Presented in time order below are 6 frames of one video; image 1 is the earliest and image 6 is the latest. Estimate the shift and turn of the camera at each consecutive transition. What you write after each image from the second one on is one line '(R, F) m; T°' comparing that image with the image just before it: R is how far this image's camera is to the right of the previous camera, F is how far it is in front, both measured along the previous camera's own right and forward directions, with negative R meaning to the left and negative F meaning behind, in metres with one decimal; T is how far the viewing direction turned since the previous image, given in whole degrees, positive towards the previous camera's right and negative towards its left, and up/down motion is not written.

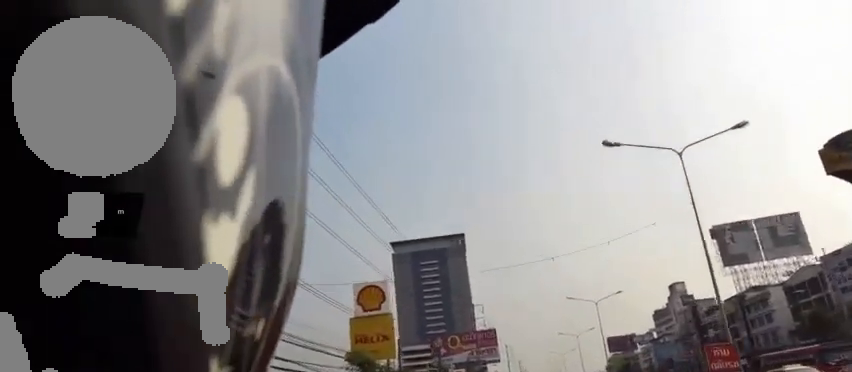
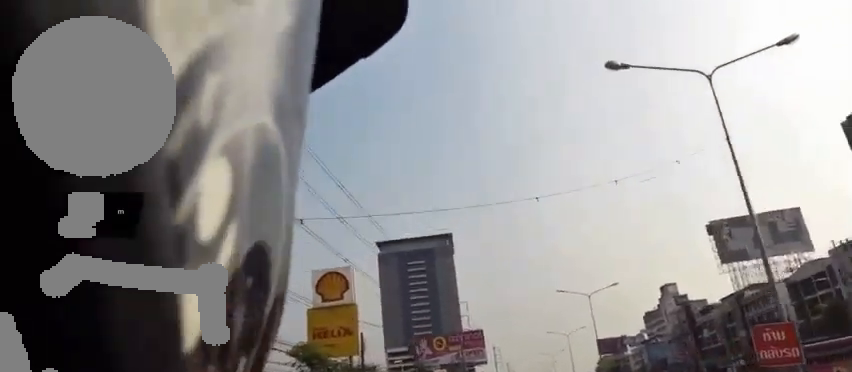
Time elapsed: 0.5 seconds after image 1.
(-0.7, +6.2) m; -1°
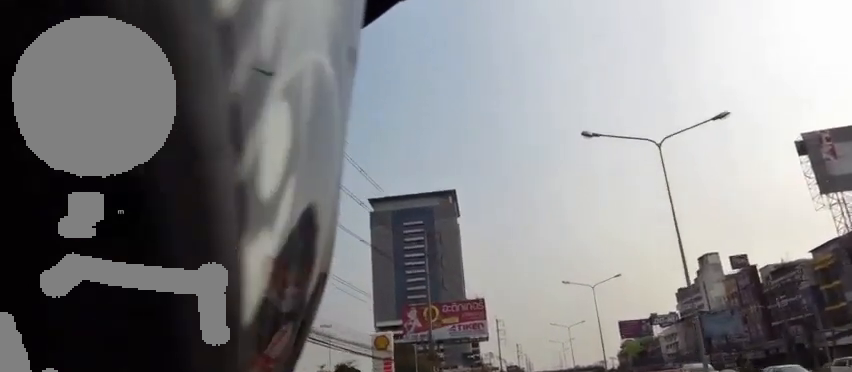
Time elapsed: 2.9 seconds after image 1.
(+2.1, +31.3) m; +5°
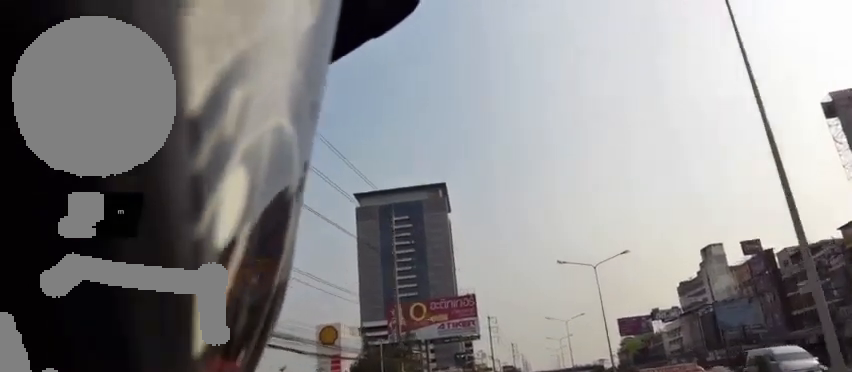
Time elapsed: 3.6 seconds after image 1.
(0.0, +10.4) m; 0°
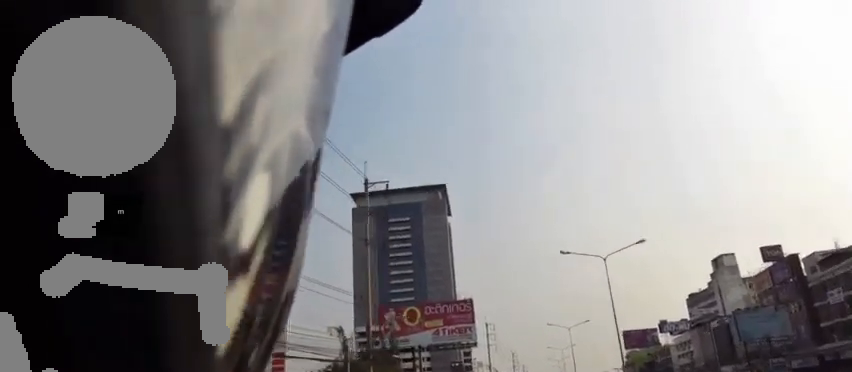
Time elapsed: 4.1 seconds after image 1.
(0.0, +7.8) m; +1°
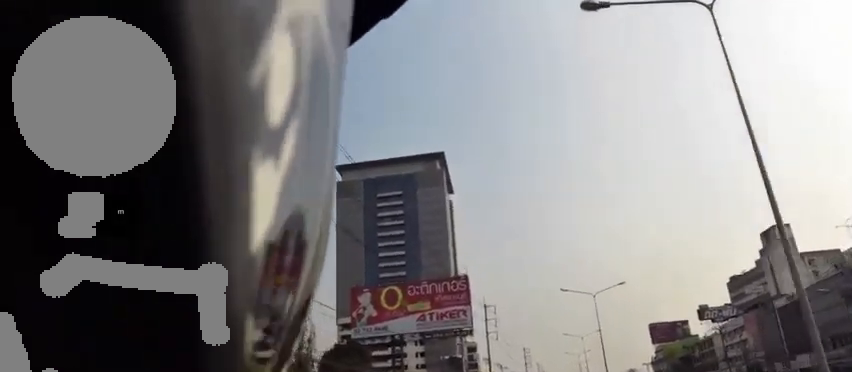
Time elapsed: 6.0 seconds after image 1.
(+0.7, +27.8) m; +1°
